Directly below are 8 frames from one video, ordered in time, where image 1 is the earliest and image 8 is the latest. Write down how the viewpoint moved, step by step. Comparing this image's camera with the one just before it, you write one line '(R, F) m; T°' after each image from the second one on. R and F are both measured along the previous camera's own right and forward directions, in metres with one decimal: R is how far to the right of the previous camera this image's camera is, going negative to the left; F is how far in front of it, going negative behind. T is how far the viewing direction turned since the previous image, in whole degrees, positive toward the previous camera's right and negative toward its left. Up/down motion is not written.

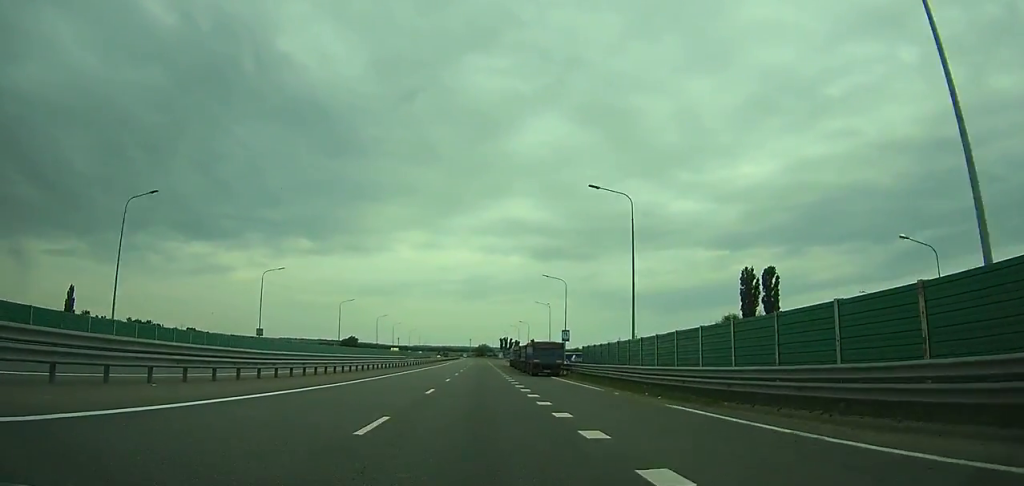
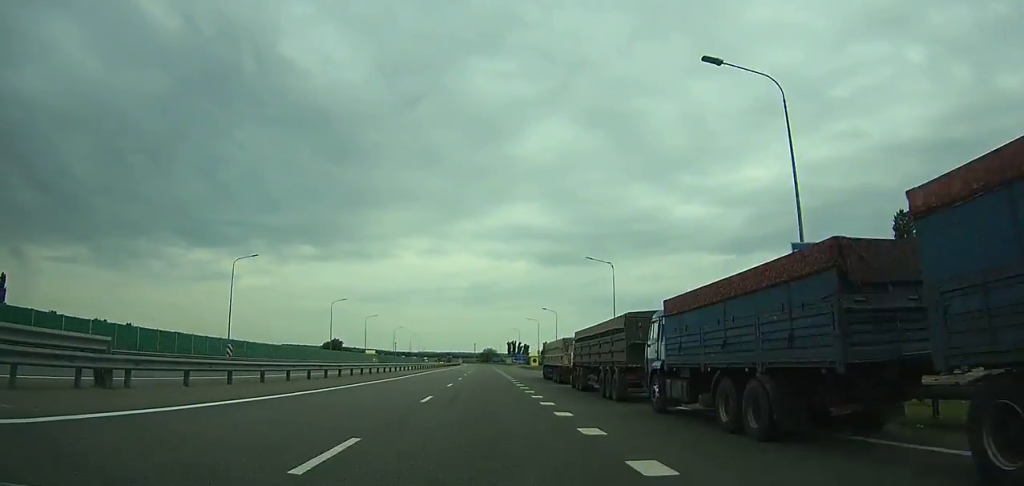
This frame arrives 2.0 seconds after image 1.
(-0.1, +50.2) m; 0°
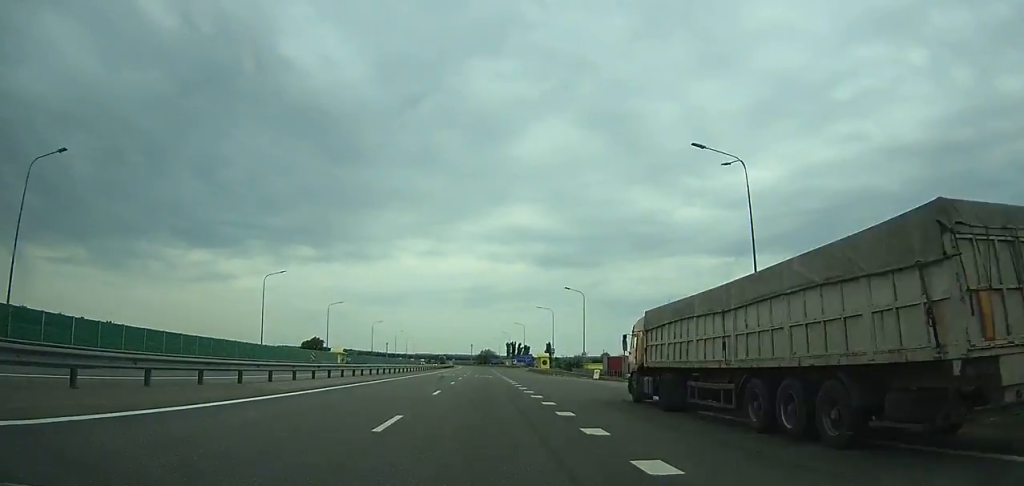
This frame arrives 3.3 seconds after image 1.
(0.0, +32.6) m; 0°
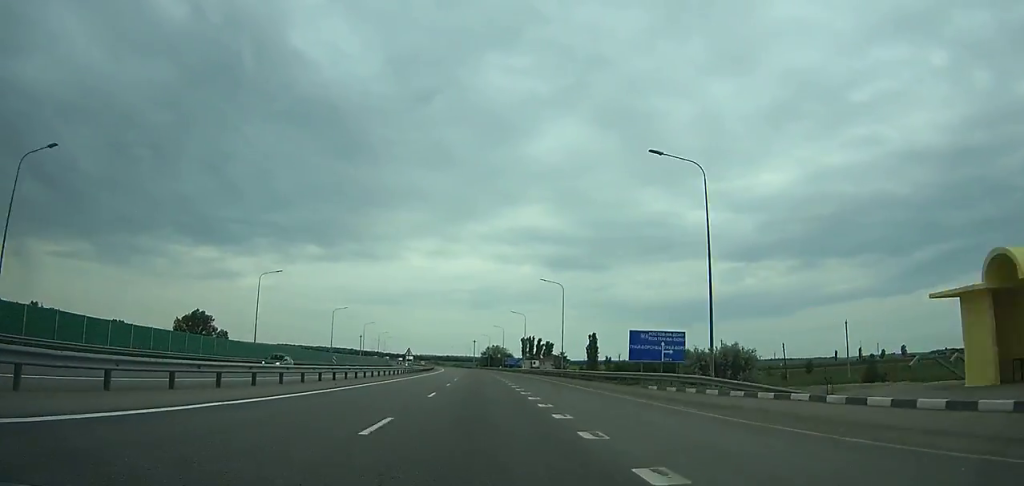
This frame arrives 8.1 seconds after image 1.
(-0.1, +119.2) m; 0°
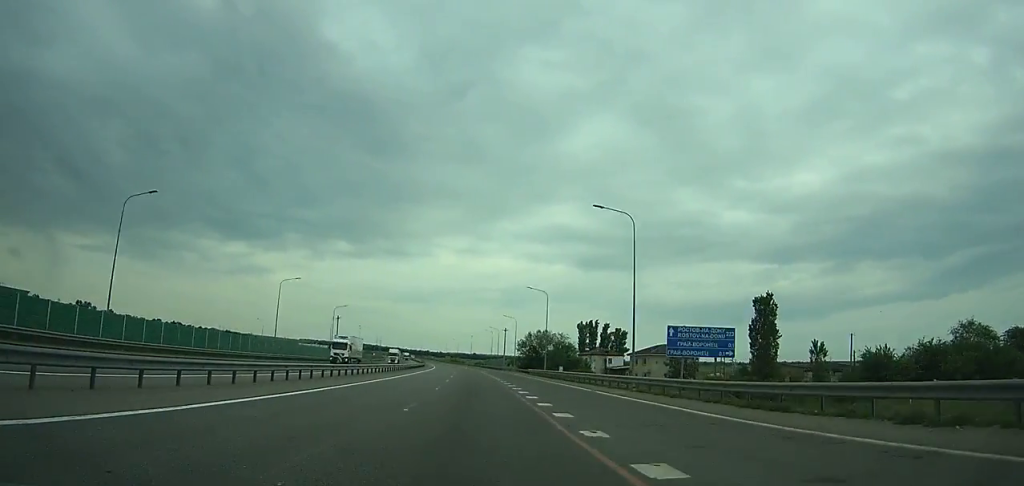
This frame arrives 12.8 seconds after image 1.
(-1.7, +115.4) m; -3°
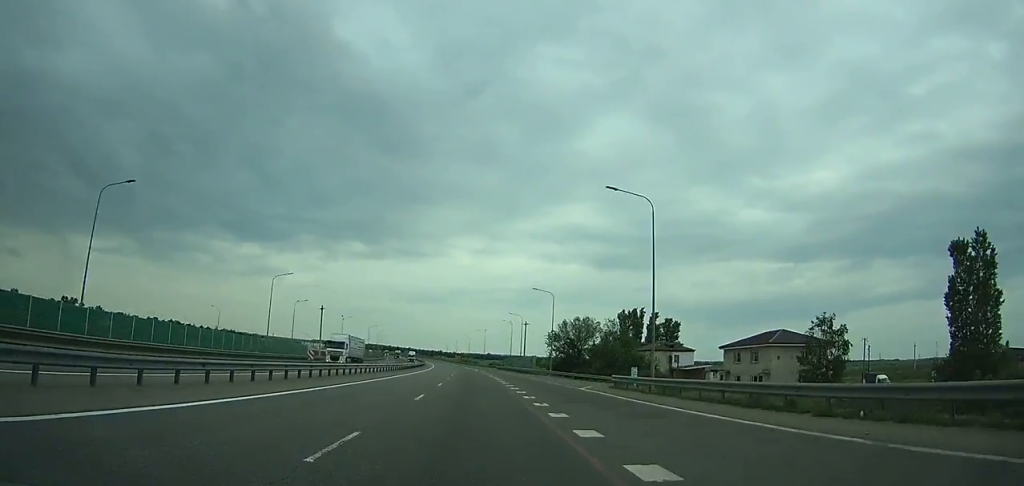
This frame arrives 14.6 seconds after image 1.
(-0.9, +44.0) m; -1°
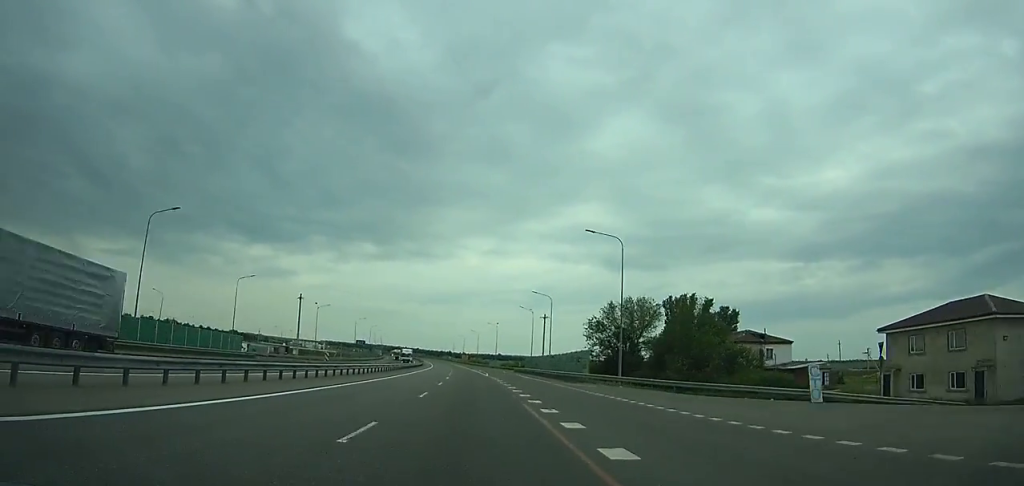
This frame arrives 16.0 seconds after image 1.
(0.0, +34.3) m; -1°
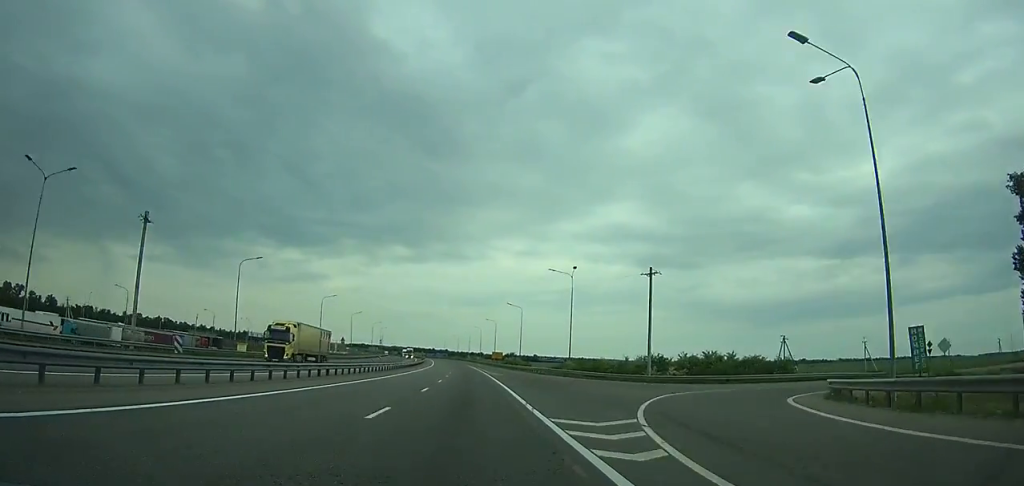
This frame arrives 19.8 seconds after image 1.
(-2.7, +93.2) m; -3°
